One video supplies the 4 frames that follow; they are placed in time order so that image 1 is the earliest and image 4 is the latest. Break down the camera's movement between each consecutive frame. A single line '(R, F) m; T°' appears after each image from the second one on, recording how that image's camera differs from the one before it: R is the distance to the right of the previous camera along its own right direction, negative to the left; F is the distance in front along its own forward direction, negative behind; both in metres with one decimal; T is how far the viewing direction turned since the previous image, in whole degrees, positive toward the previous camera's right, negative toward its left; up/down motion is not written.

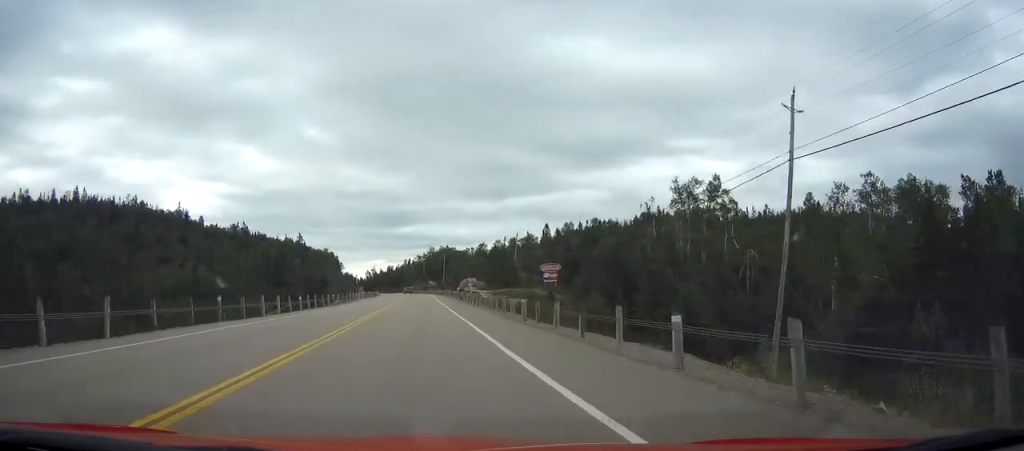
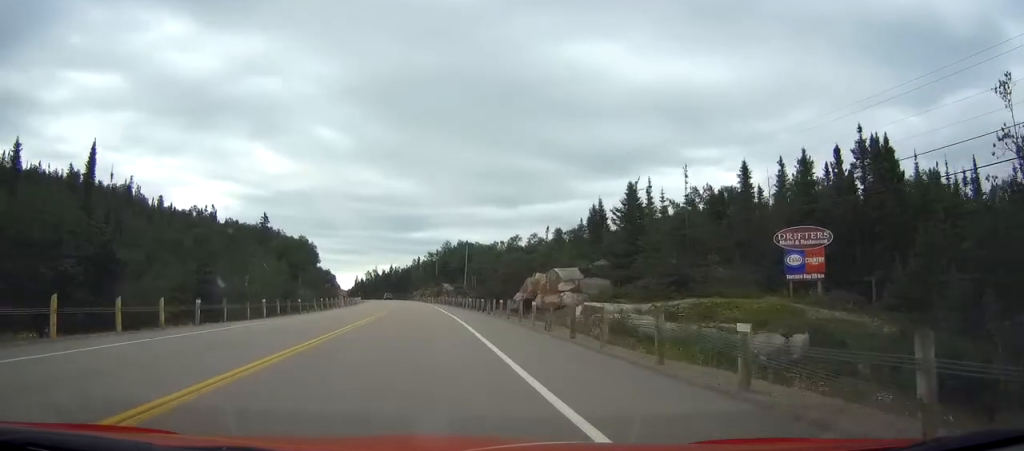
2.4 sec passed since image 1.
(-0.6, +74.4) m; -2°
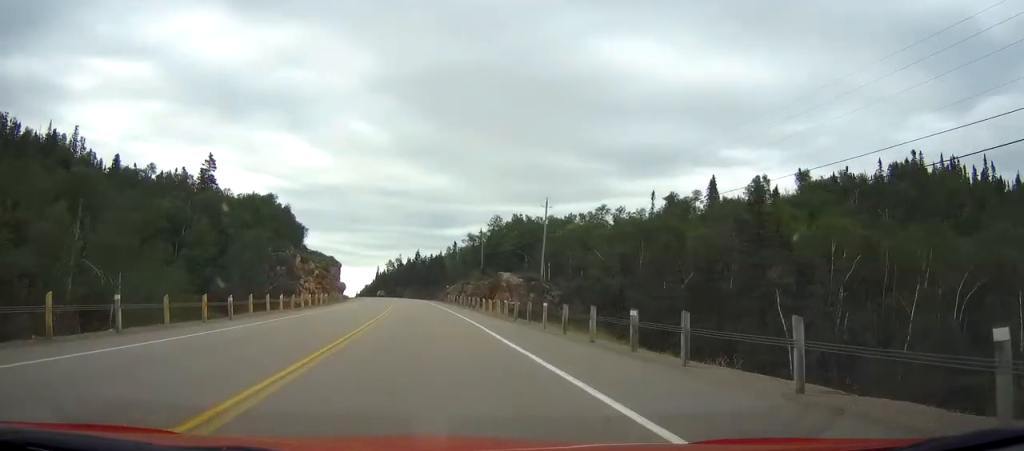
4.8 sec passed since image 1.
(-1.8, +73.3) m; -3°
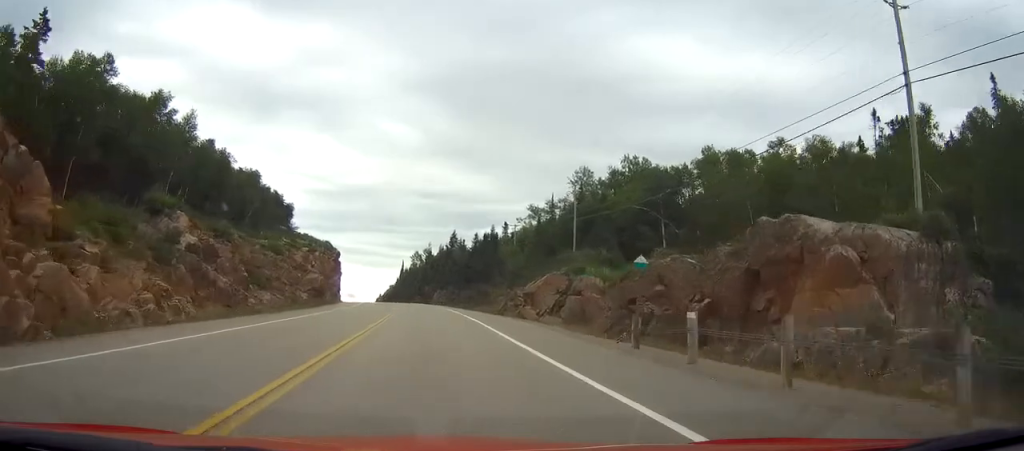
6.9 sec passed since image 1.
(-1.6, +67.5) m; -3°
